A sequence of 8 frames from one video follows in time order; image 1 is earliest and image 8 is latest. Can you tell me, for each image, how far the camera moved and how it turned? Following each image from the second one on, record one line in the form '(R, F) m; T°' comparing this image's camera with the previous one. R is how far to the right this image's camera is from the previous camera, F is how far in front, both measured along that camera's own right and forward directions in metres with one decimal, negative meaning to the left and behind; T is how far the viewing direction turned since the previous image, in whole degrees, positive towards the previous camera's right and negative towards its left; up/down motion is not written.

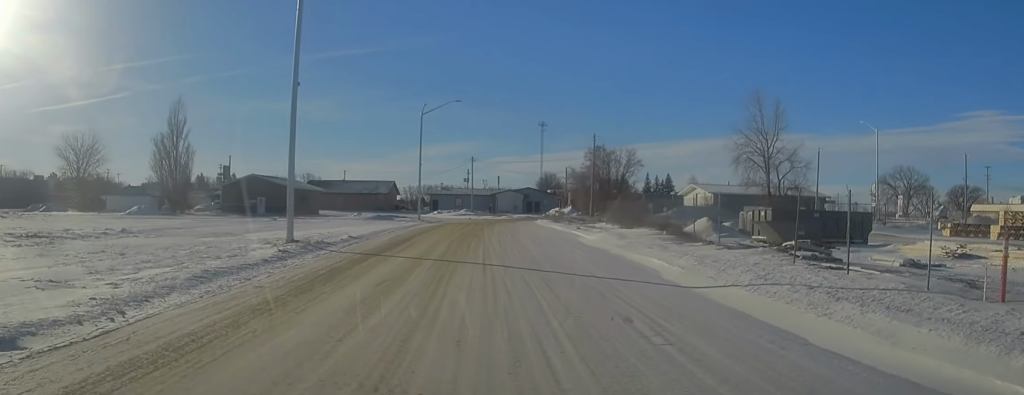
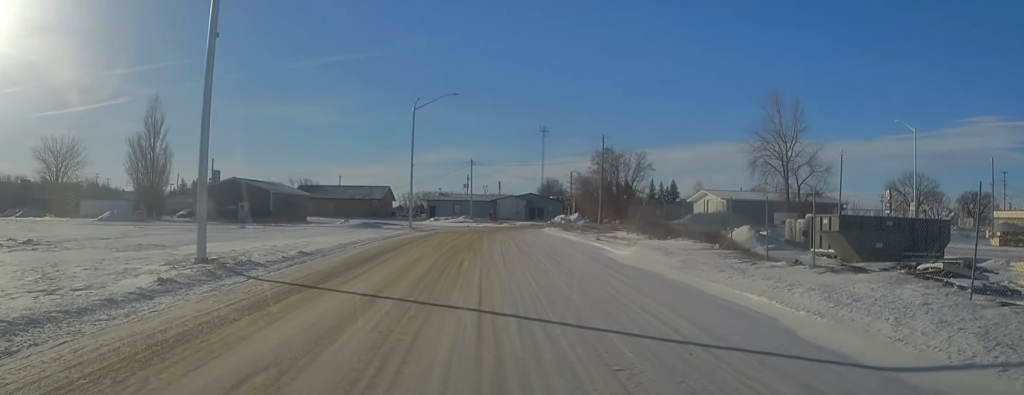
(0.0, +7.4) m; 0°
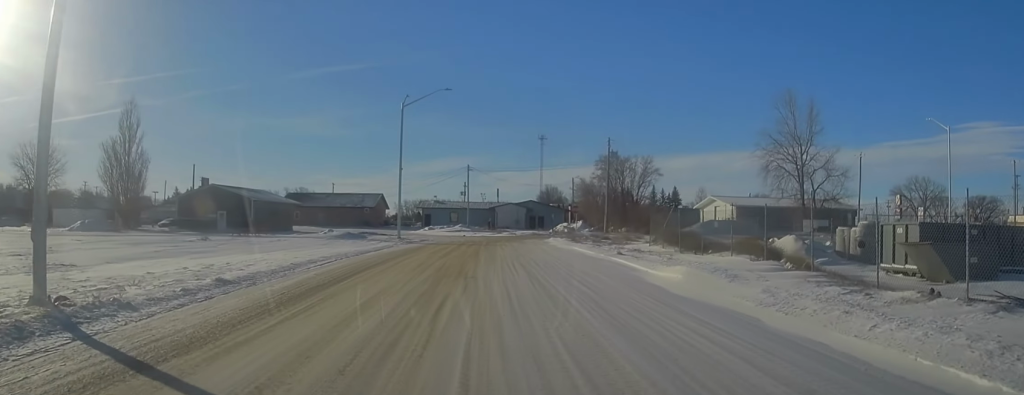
(0.0, +6.3) m; 0°
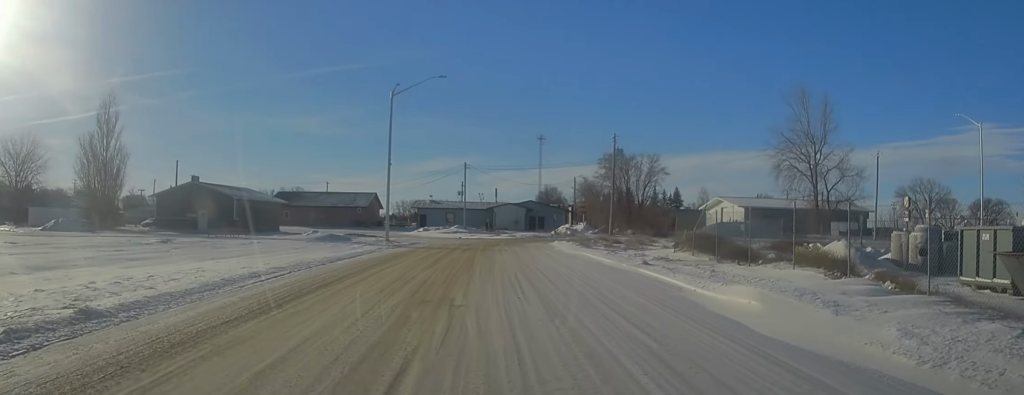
(0.0, +5.1) m; 0°
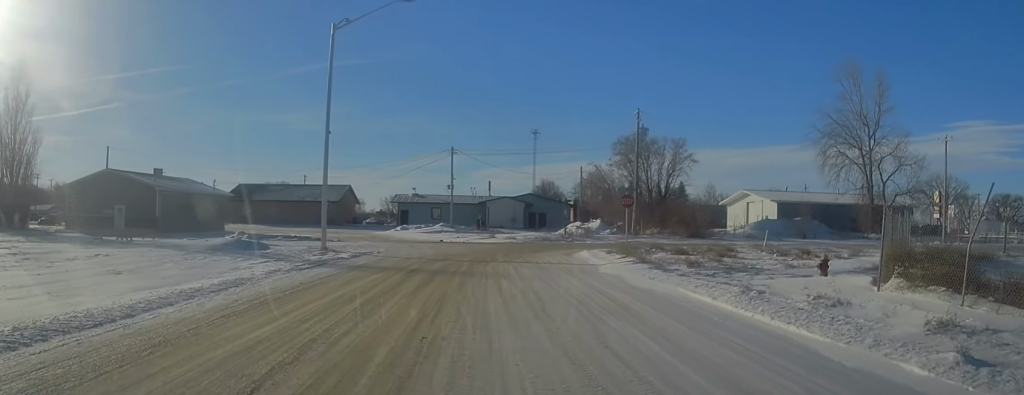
(0.0, +17.0) m; 0°
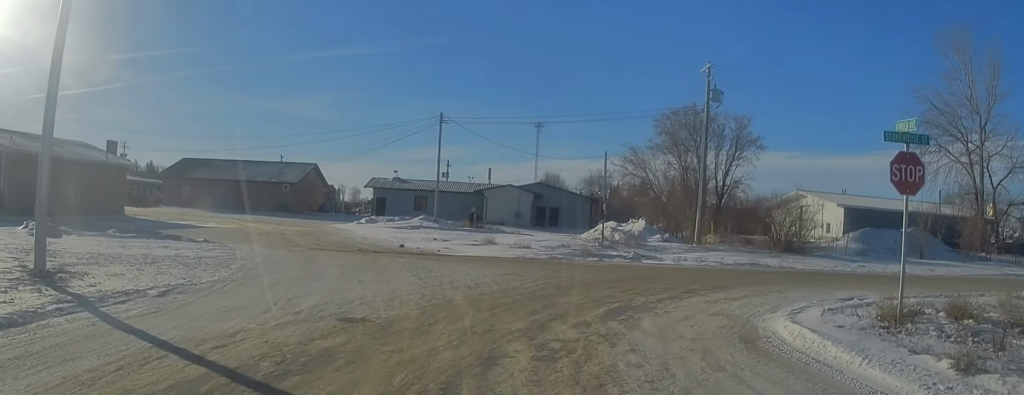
(0.0, +21.8) m; 0°
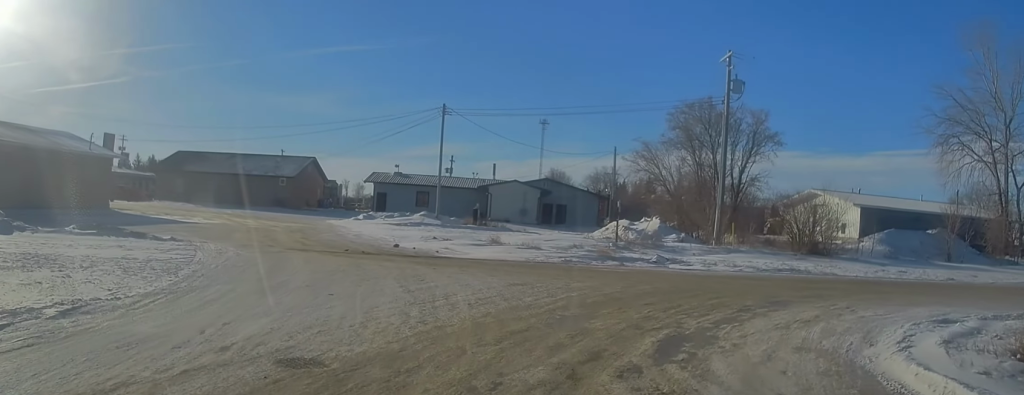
(0.0, +3.2) m; 0°
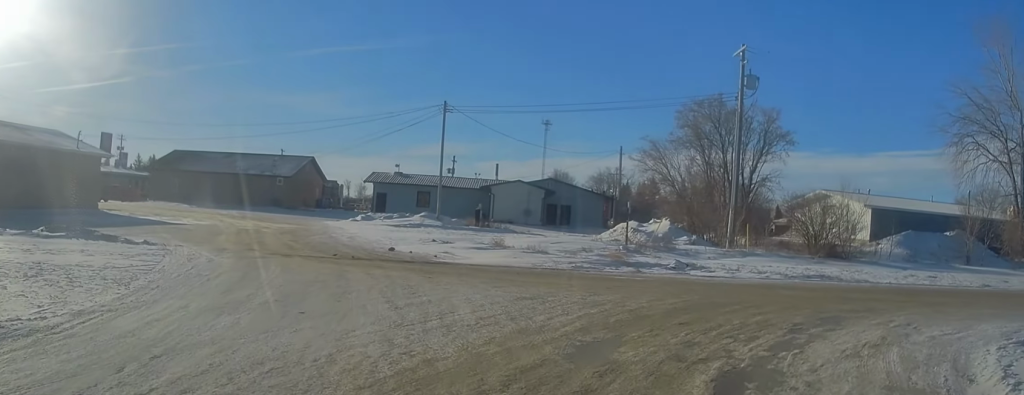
(0.0, +2.3) m; 0°
